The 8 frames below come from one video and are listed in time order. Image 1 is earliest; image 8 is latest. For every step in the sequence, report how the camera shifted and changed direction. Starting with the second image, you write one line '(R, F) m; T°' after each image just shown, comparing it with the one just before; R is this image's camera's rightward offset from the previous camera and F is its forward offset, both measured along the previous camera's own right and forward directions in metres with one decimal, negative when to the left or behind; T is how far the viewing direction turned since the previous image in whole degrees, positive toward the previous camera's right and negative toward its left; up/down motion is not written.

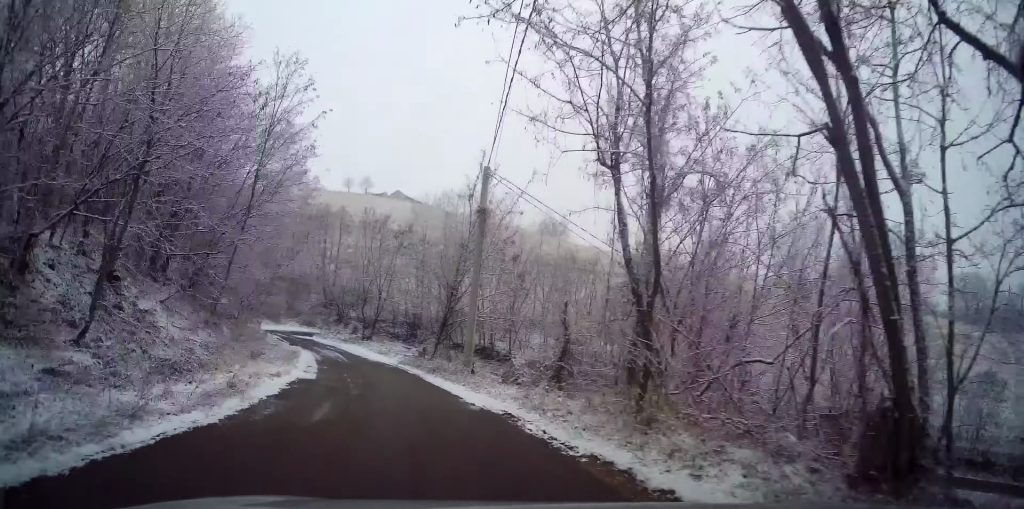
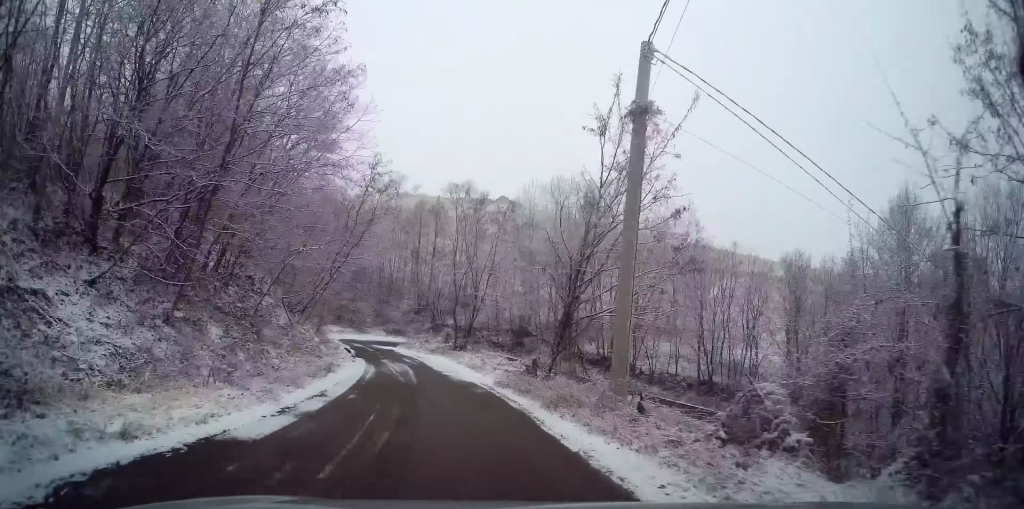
(-1.9, +9.6) m; -15°
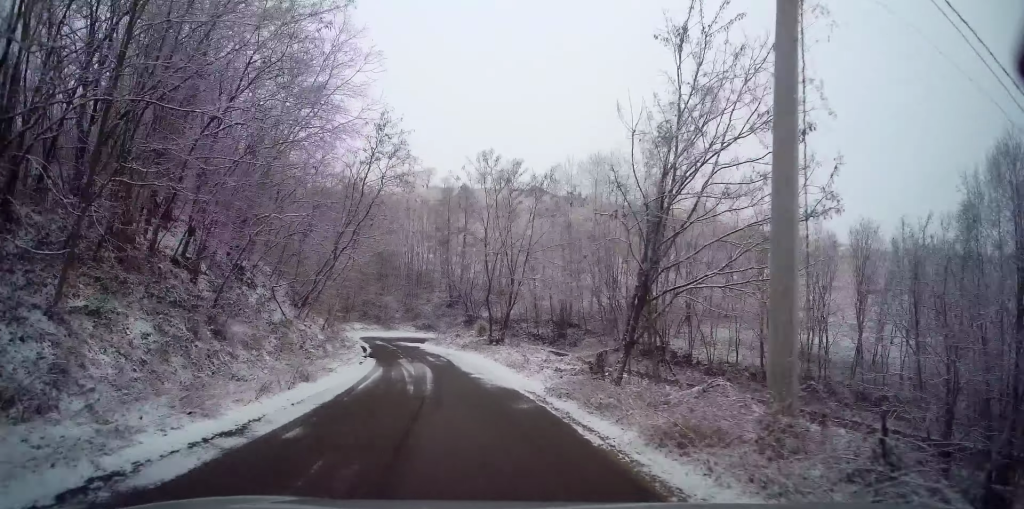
(-0.4, +5.3) m; -4°
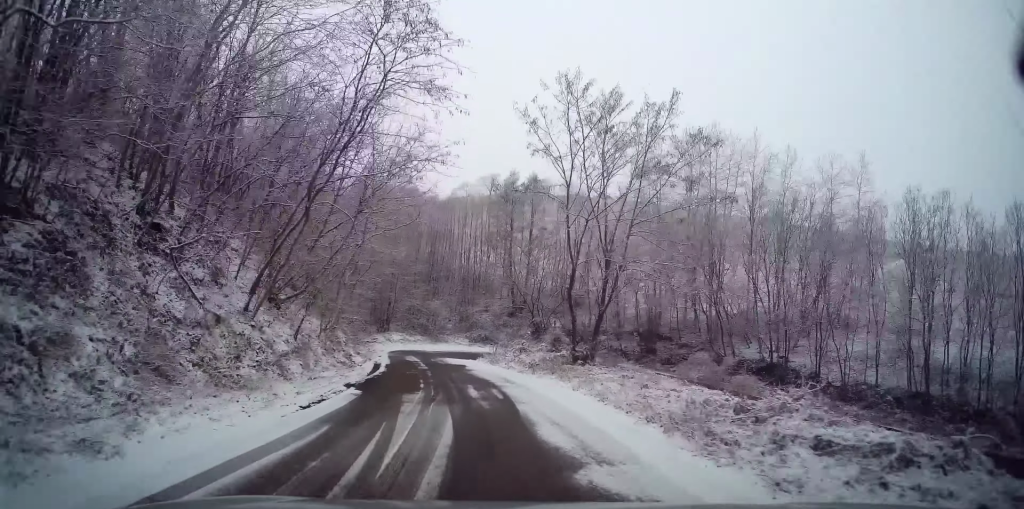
(-0.7, +10.7) m; -6°
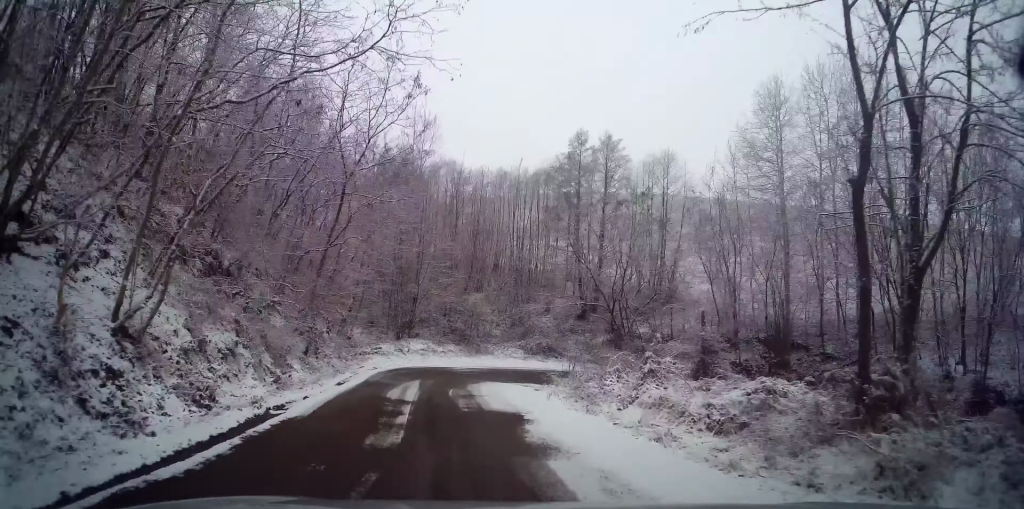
(-0.7, +13.7) m; -6°
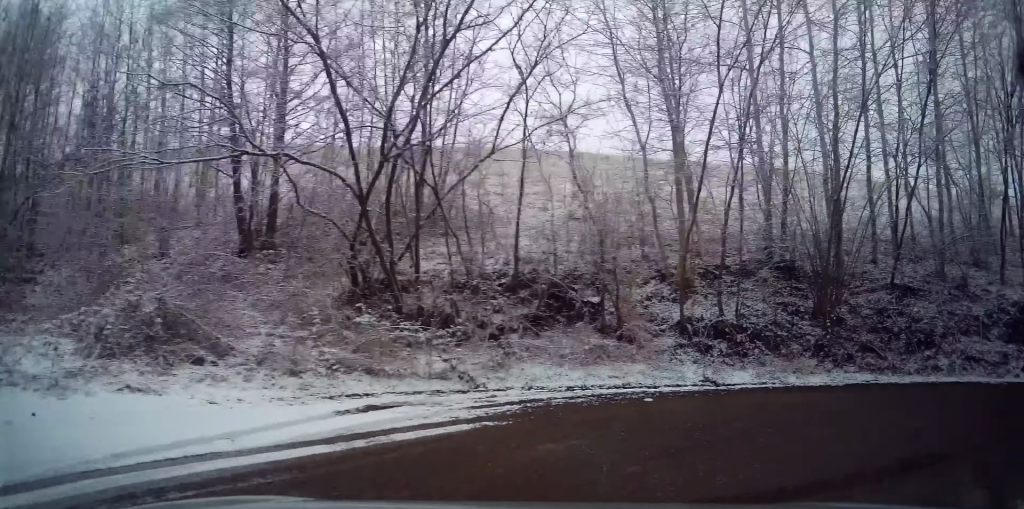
(+0.8, +27.7) m; +41°
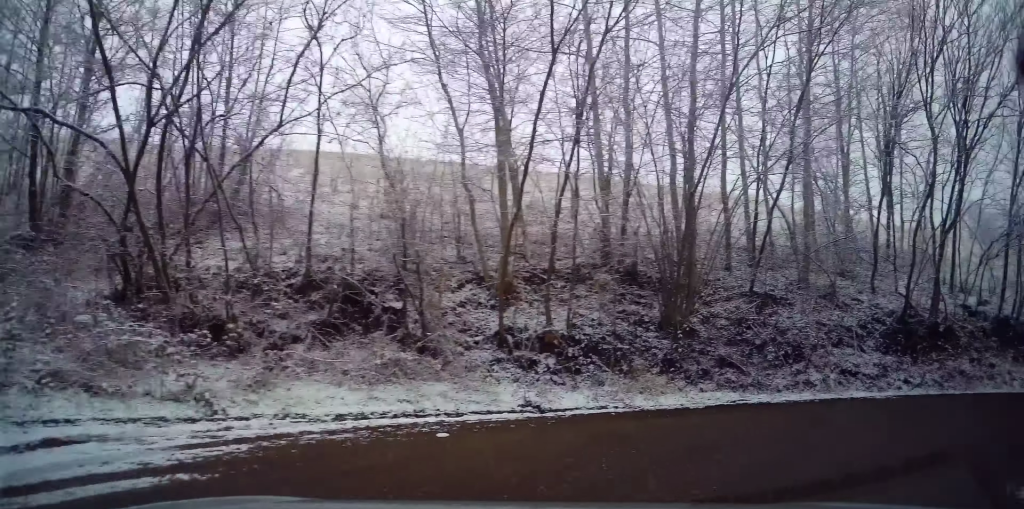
(+0.7, +2.2) m; +19°
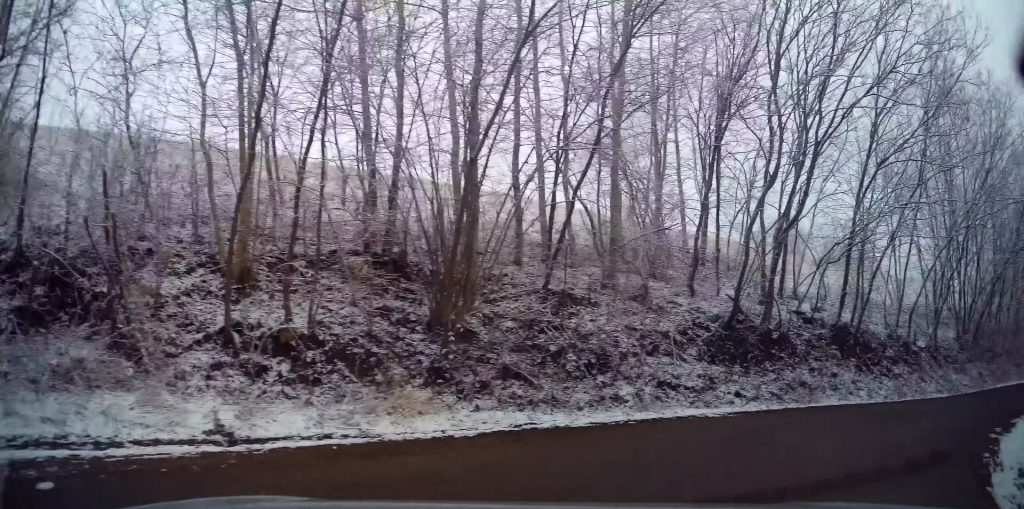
(+0.8, +2.8) m; +22°
